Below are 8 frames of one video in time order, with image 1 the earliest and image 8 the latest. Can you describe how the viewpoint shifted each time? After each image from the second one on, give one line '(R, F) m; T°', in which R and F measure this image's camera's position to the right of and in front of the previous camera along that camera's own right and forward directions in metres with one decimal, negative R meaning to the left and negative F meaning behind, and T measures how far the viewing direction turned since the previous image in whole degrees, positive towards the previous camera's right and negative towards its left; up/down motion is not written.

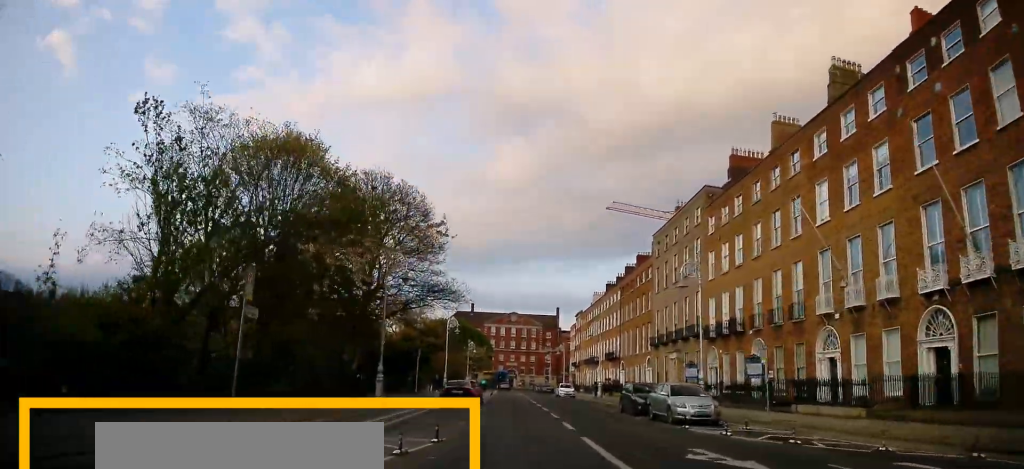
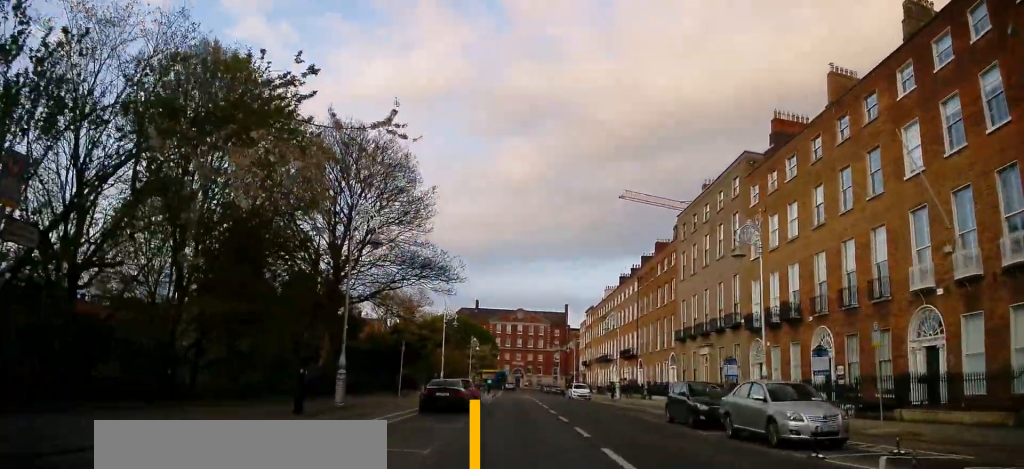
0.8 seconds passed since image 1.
(0.0, +7.4) m; 0°
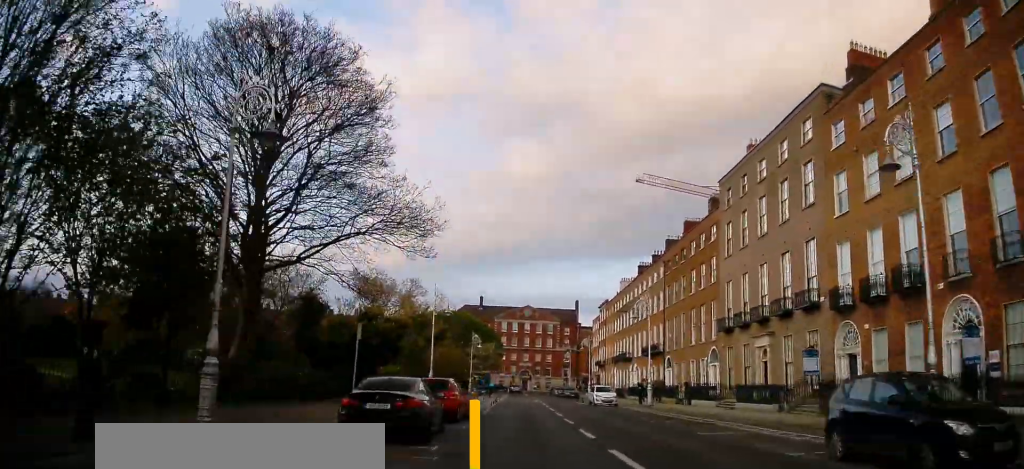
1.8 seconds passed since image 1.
(0.0, +9.9) m; 0°
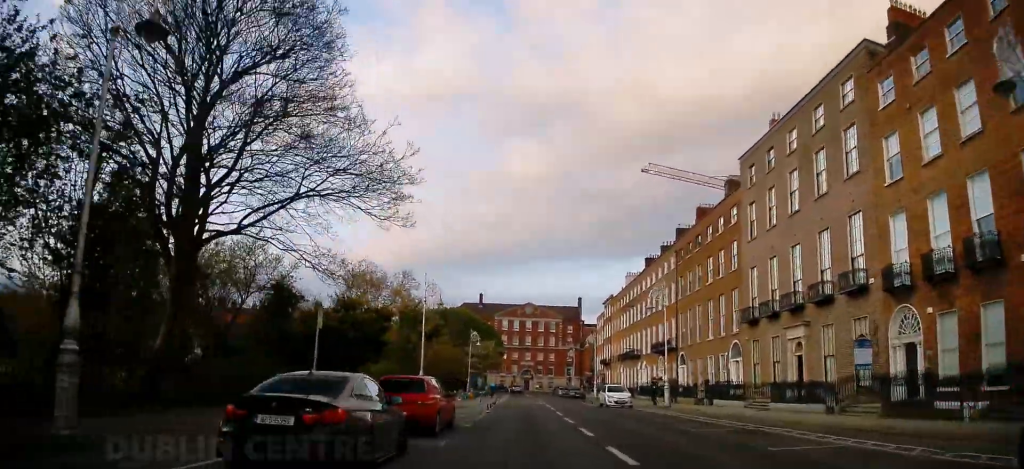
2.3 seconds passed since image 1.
(0.0, +4.7) m; -1°
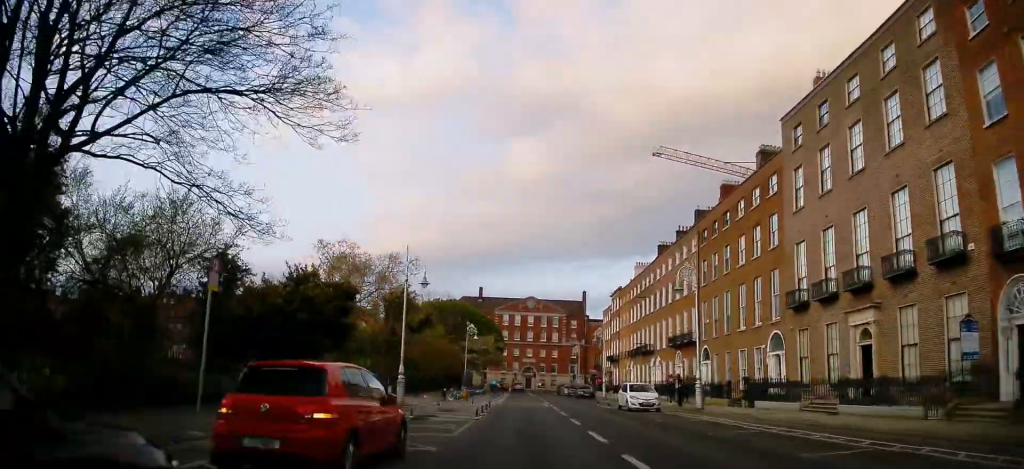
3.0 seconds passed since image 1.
(-0.1, +6.2) m; -1°
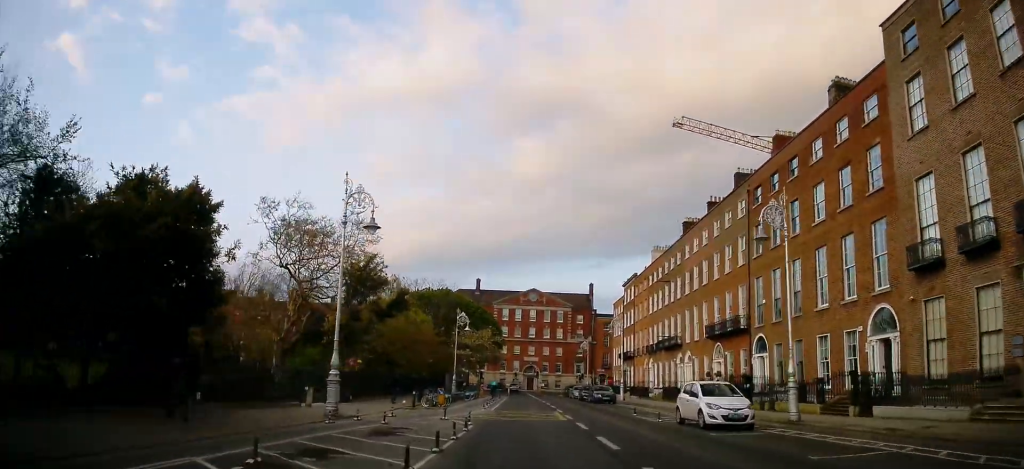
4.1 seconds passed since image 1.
(-0.1, +9.8) m; +1°
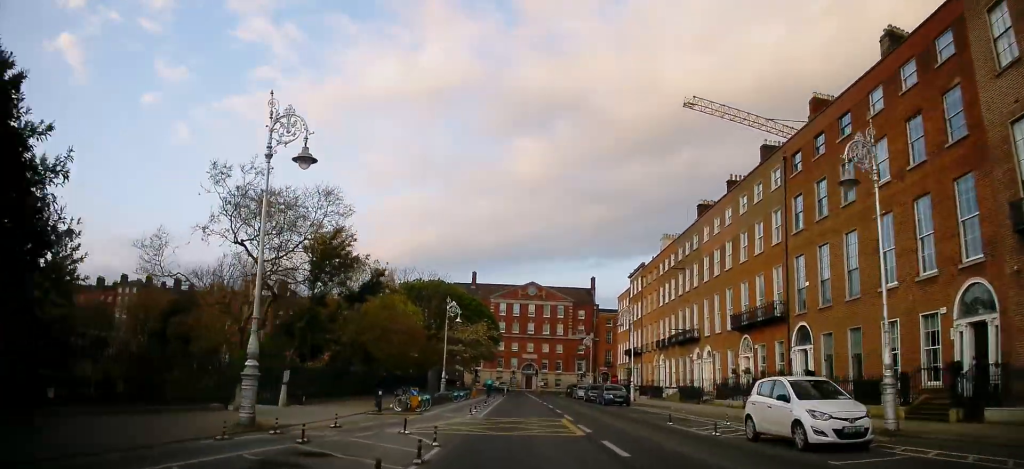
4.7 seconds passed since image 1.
(0.0, +5.7) m; +1°
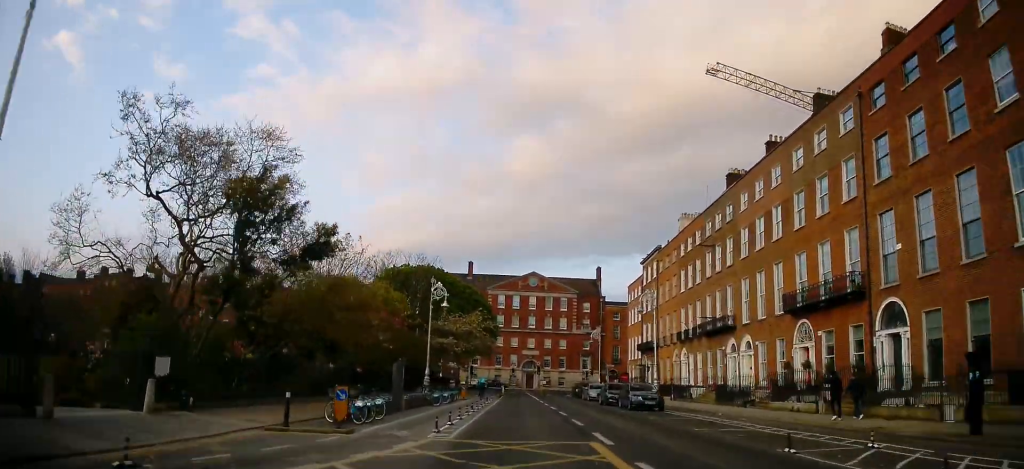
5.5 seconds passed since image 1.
(+0.2, +8.7) m; 0°
